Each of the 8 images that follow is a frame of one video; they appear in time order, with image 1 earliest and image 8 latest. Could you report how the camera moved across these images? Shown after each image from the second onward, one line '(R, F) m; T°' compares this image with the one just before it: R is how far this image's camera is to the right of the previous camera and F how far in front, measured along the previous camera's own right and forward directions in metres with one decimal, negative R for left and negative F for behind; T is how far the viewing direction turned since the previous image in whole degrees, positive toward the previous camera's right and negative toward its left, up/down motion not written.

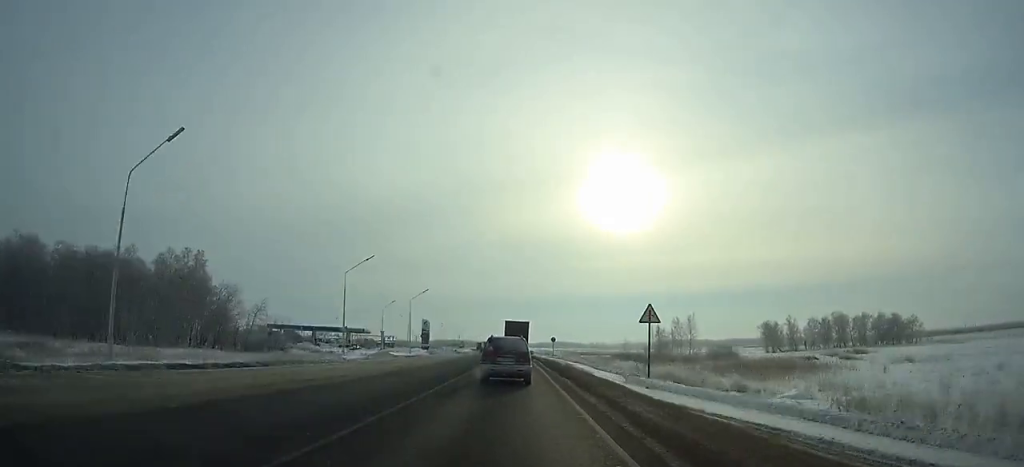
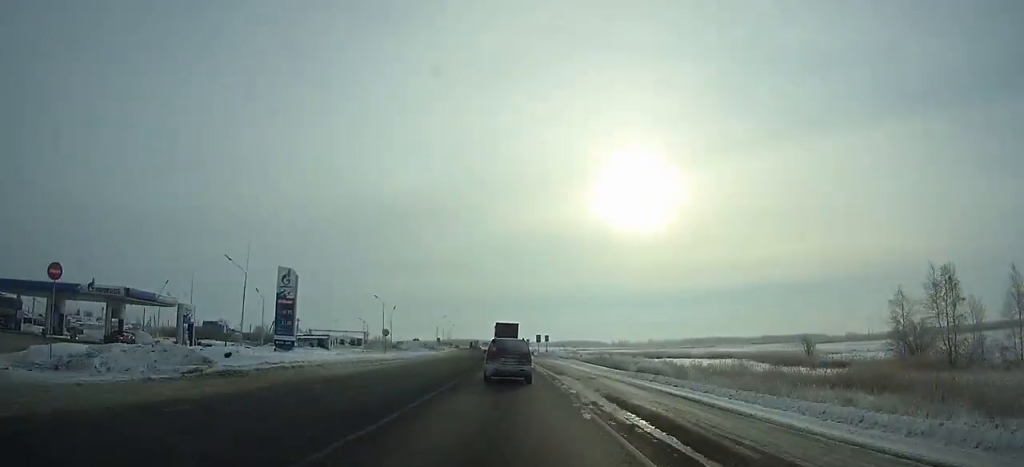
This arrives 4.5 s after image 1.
(-1.3, +93.6) m; -2°
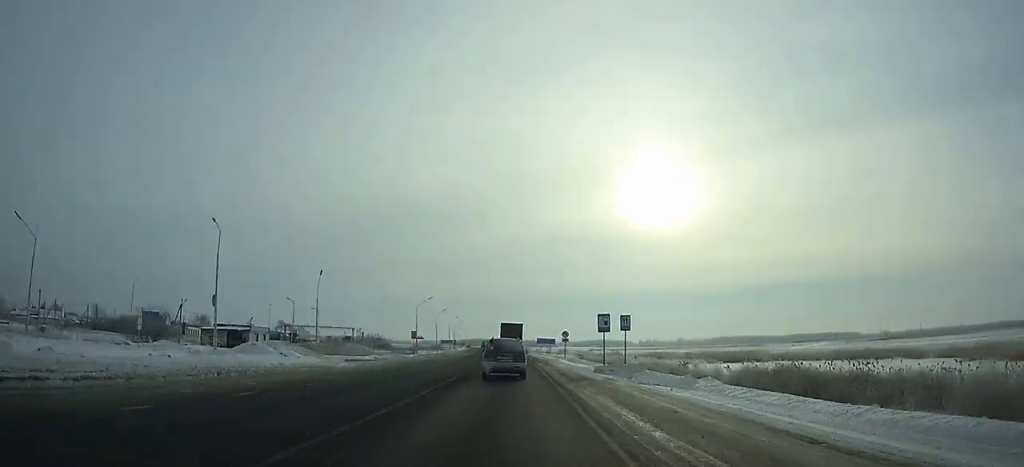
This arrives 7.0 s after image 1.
(-0.9, +51.6) m; -2°
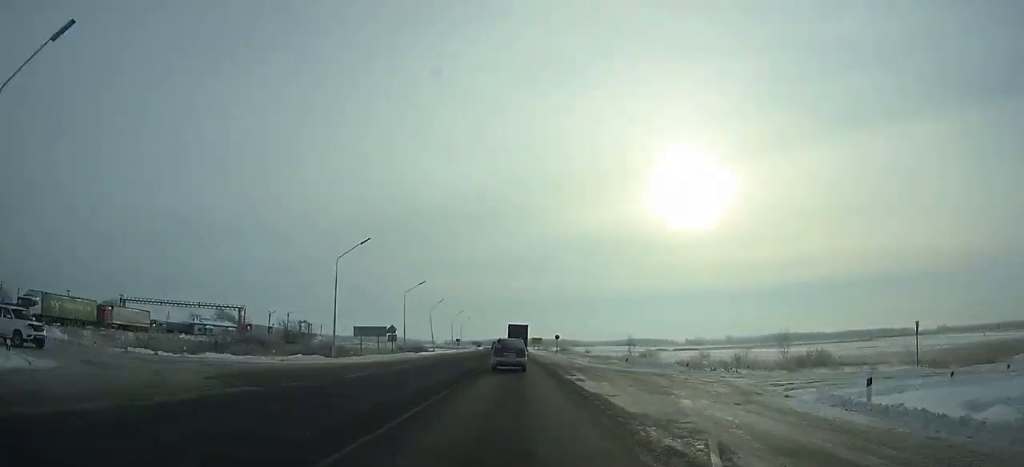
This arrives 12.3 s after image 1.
(-3.0, +108.4) m; -3°
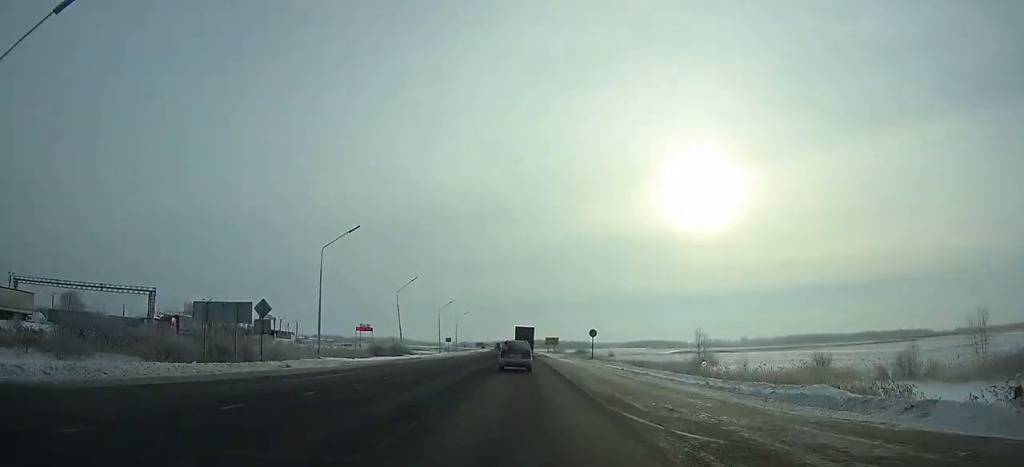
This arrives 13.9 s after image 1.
(-0.2, +32.9) m; 0°
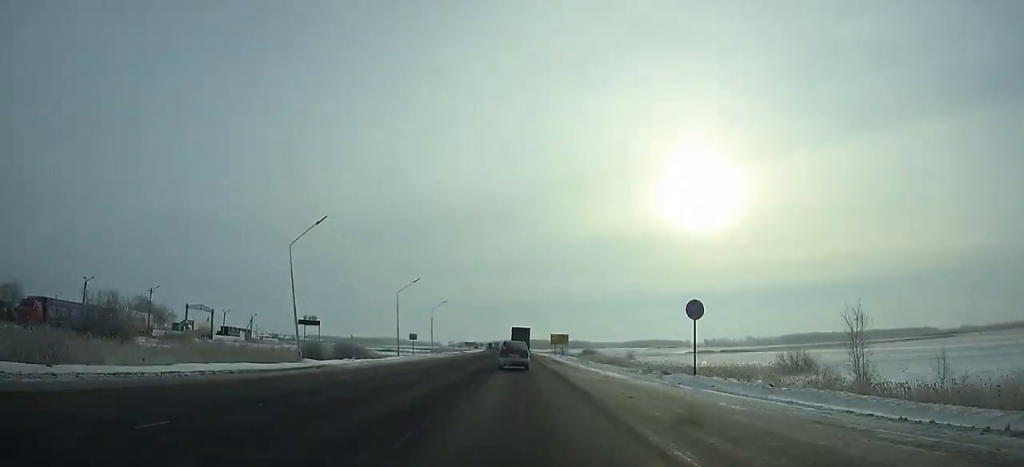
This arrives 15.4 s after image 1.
(-0.1, +31.1) m; 0°
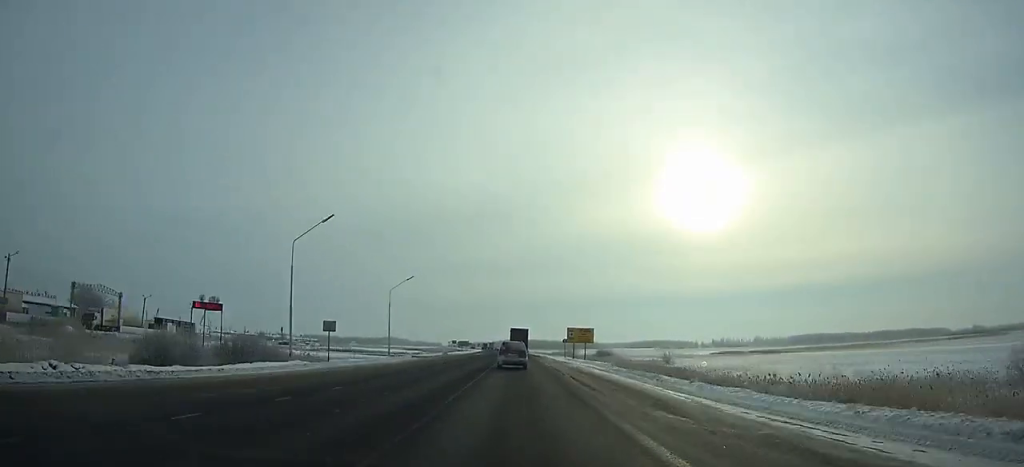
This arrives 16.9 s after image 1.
(-0.1, +31.4) m; 0°
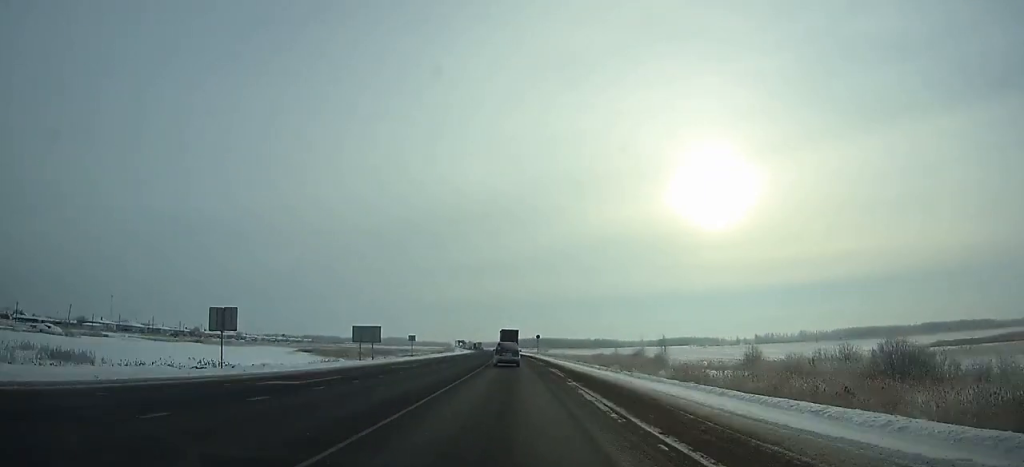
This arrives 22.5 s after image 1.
(-1.8, +120.8) m; -2°
